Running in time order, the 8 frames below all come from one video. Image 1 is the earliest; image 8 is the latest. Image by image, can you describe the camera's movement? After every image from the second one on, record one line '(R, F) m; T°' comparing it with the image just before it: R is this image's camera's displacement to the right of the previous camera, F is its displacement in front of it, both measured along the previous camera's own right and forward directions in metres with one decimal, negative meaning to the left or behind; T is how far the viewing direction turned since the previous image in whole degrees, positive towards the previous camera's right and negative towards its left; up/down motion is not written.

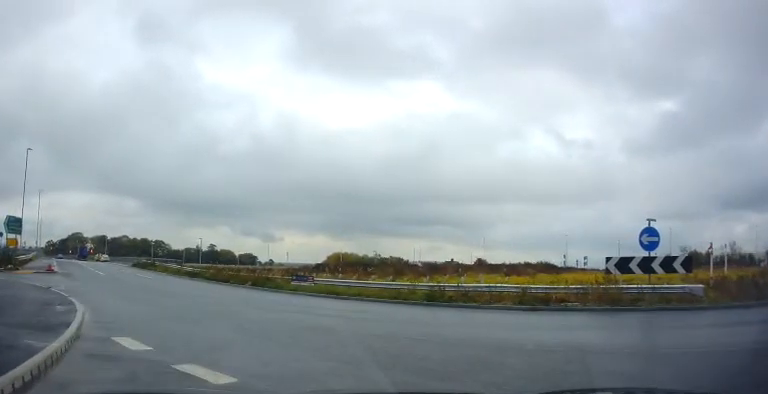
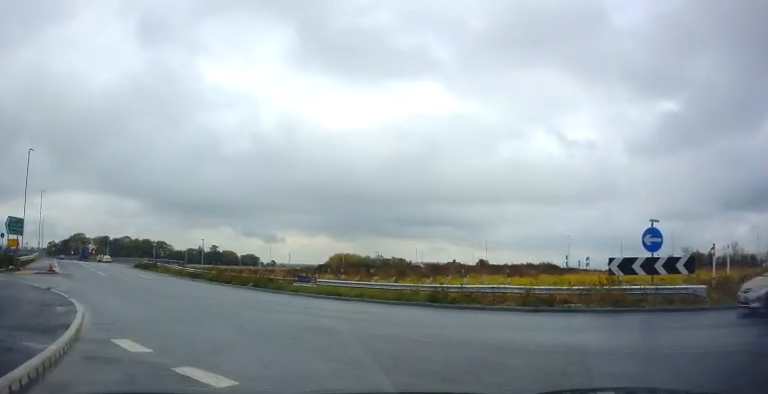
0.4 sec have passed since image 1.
(-0.1, +0.2) m; 0°
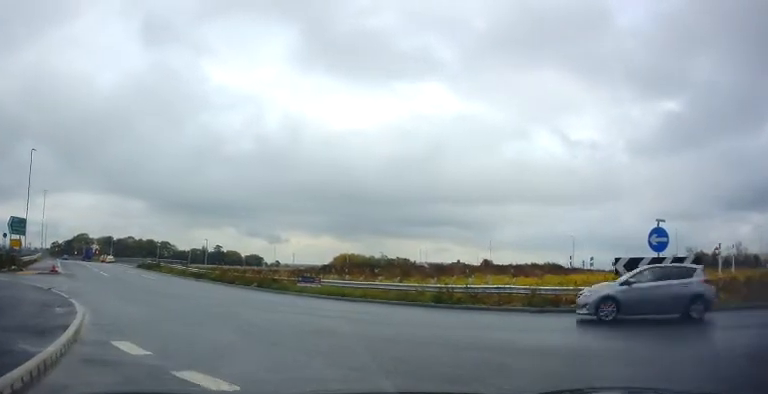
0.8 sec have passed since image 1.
(-0.2, +0.5) m; -5°
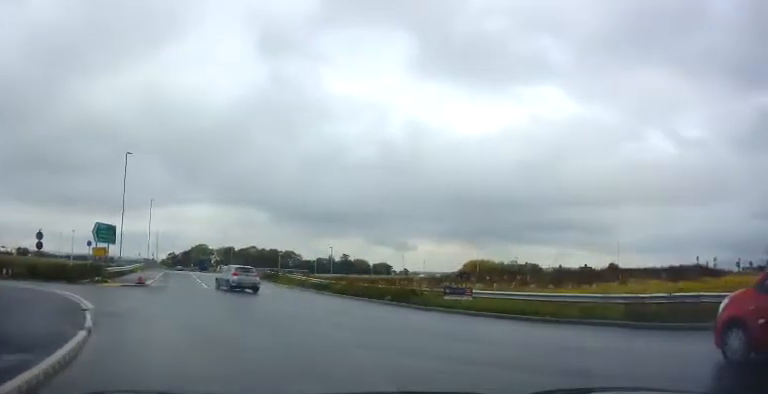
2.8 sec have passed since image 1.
(-1.3, +5.7) m; -19°
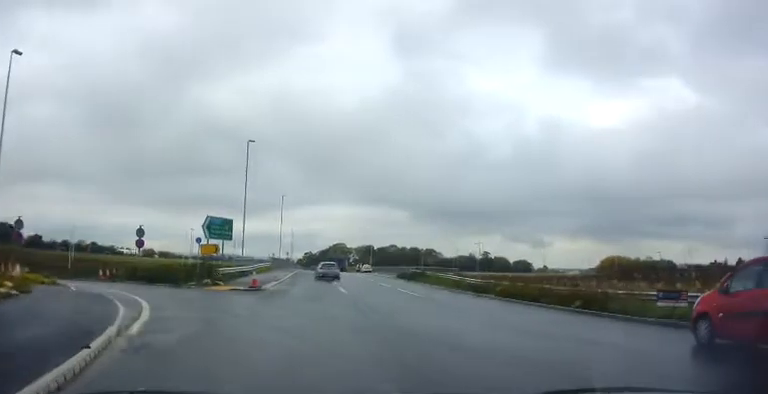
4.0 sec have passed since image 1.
(-0.6, +5.9) m; -13°
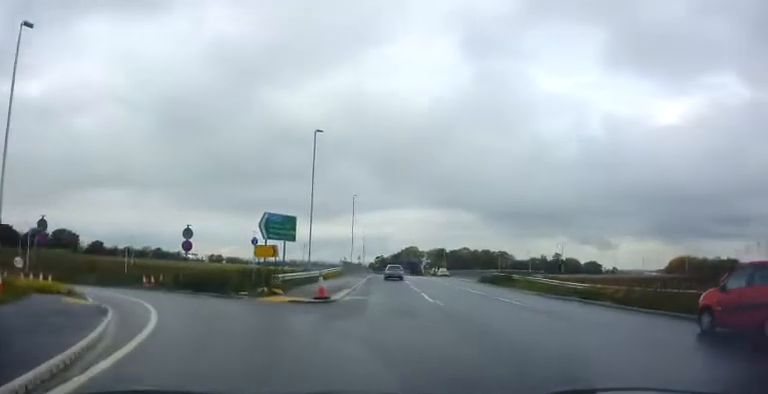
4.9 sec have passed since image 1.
(-0.4, +5.1) m; -9°
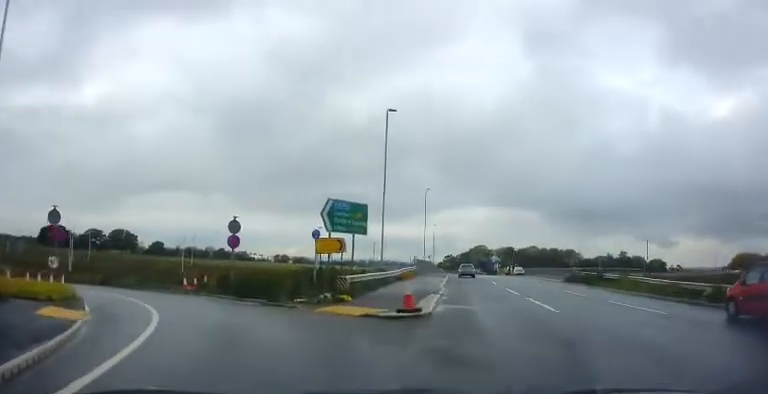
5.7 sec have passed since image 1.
(-0.4, +5.4) m; -8°
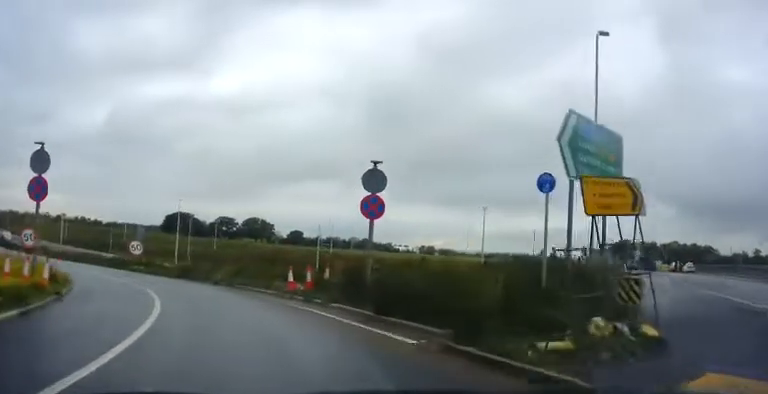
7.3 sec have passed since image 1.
(-1.3, +11.8) m; -15°
